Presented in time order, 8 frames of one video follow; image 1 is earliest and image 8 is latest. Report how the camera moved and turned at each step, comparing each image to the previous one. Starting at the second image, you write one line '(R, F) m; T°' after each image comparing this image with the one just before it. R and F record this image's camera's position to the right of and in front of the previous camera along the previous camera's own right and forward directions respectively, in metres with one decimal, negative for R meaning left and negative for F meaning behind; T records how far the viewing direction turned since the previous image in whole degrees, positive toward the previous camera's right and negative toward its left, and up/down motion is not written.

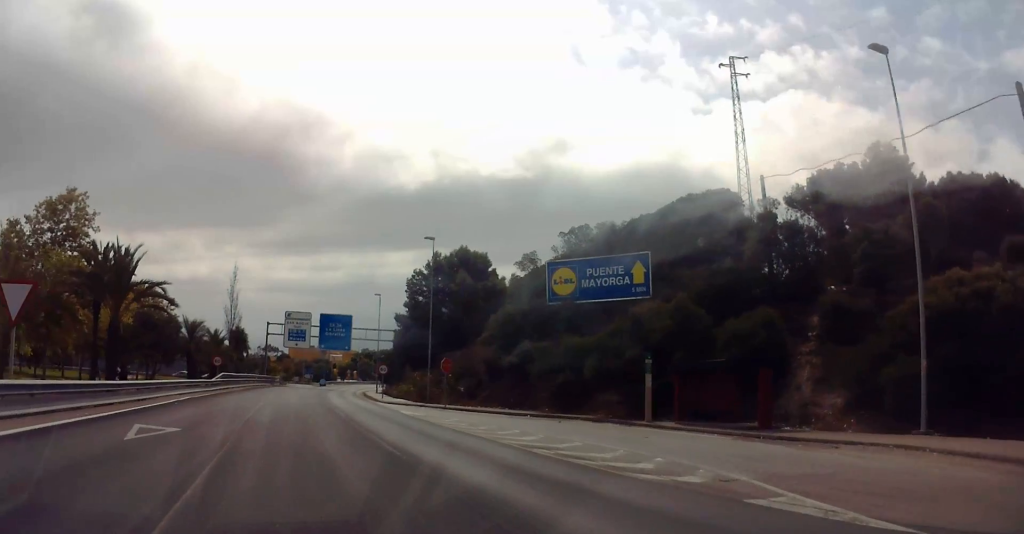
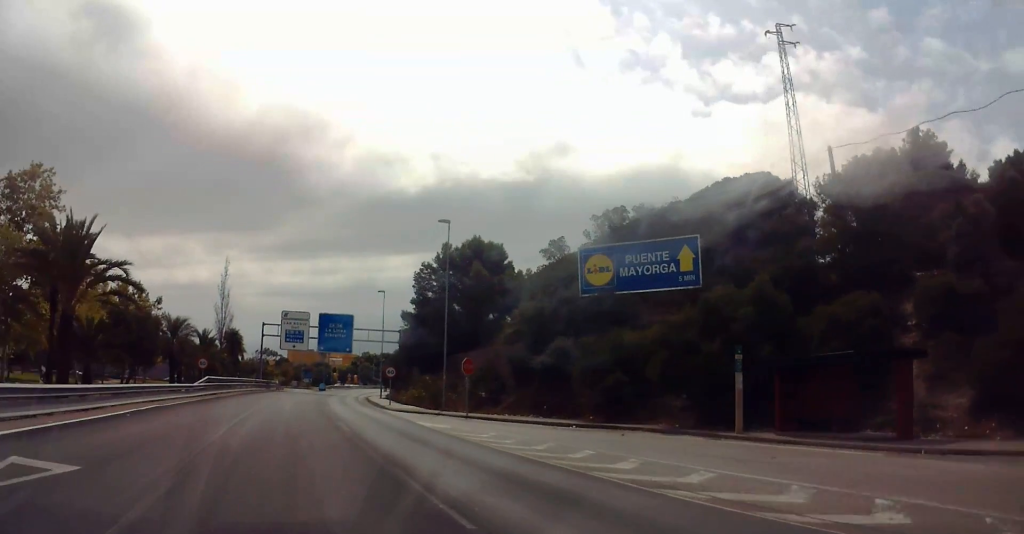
(0.0, +6.5) m; 0°
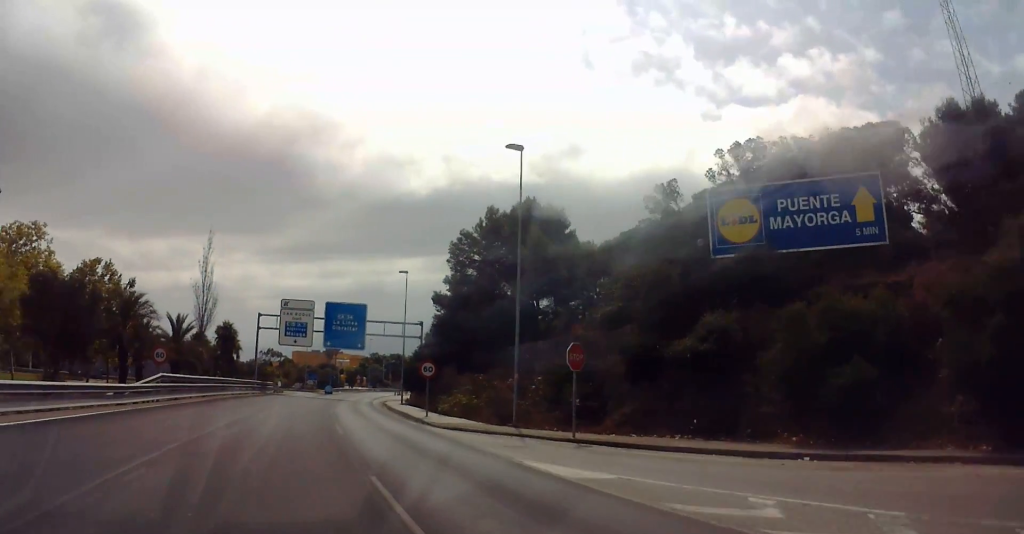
(-0.1, +13.5) m; -6°
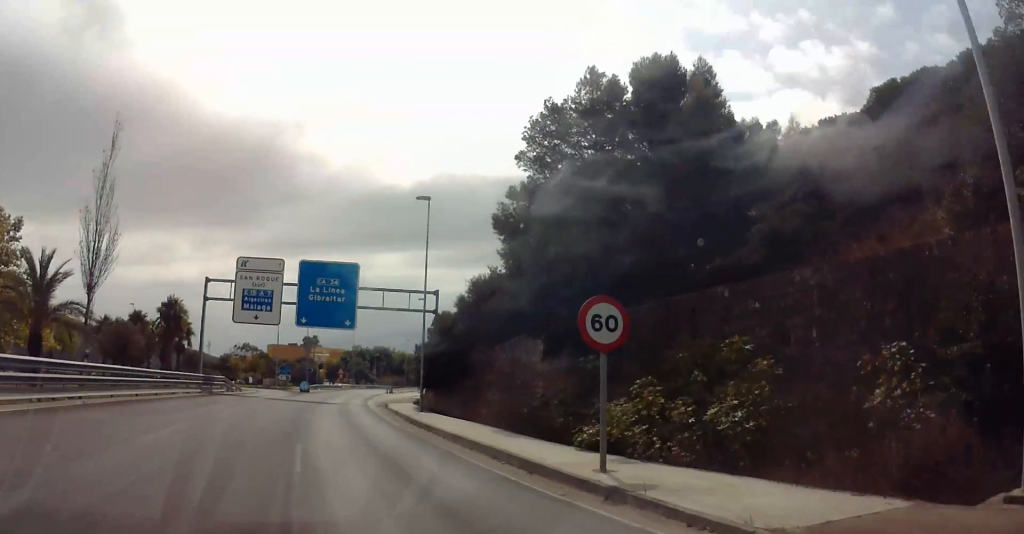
(-2.1, +22.7) m; -6°
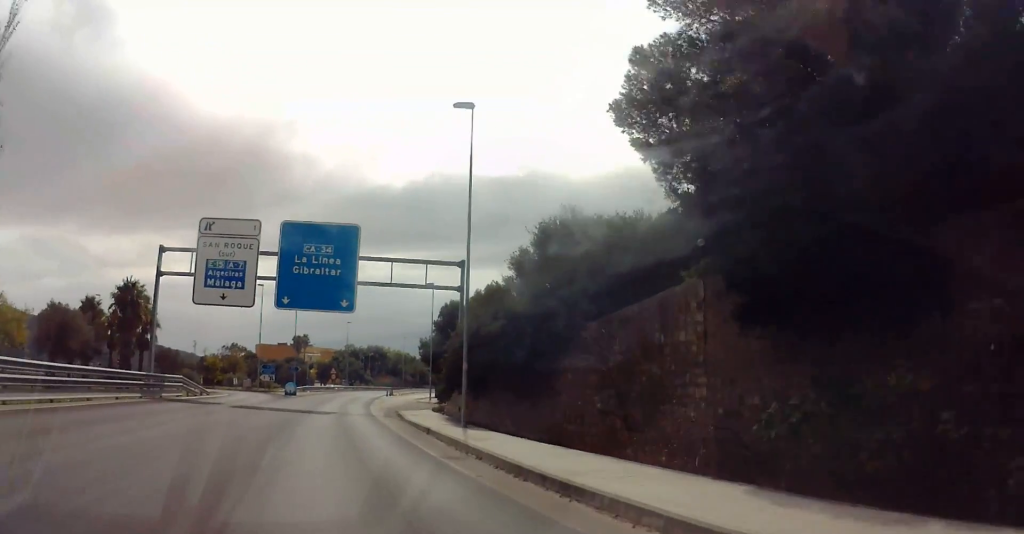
(-0.1, +13.9) m; 0°
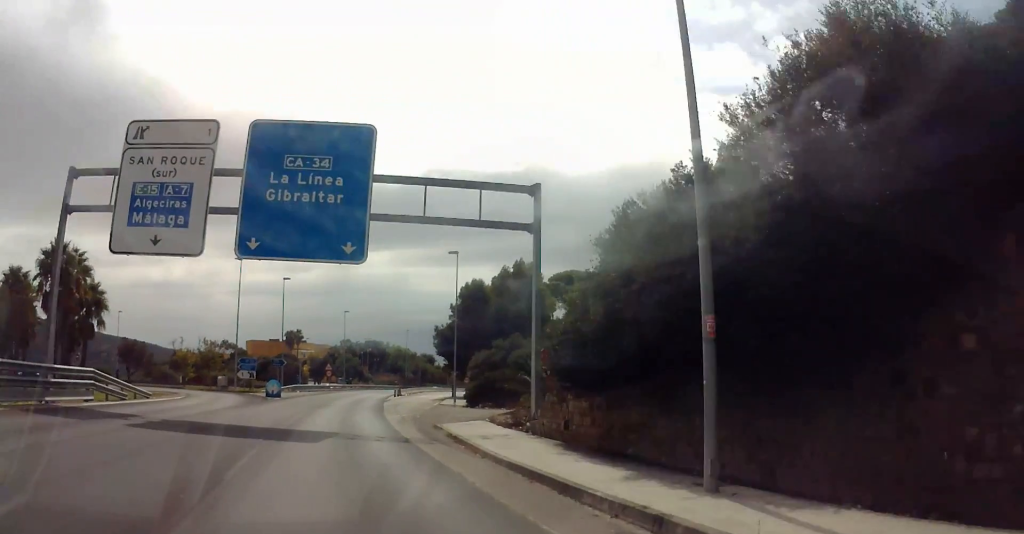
(0.0, +15.9) m; -1°
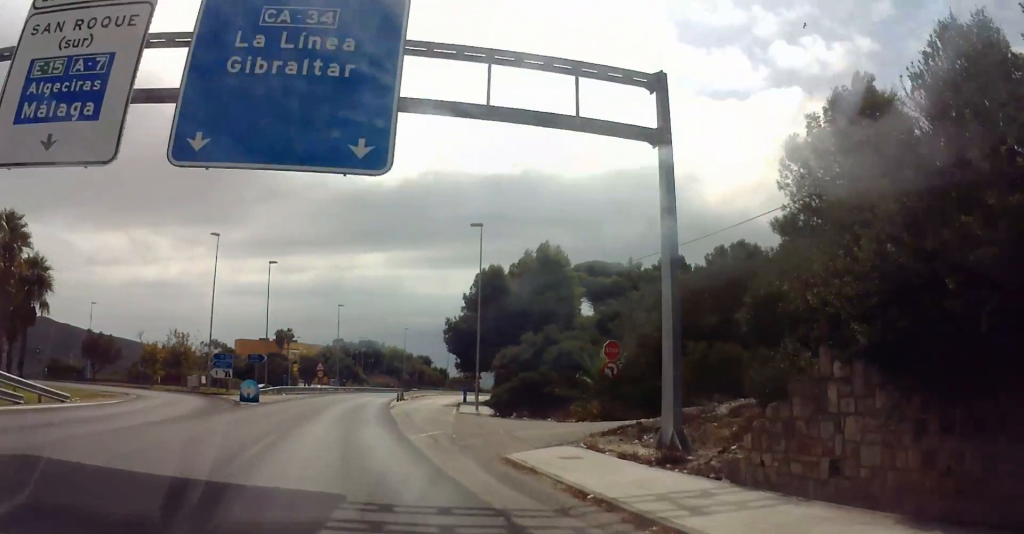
(-0.3, +10.8) m; +1°
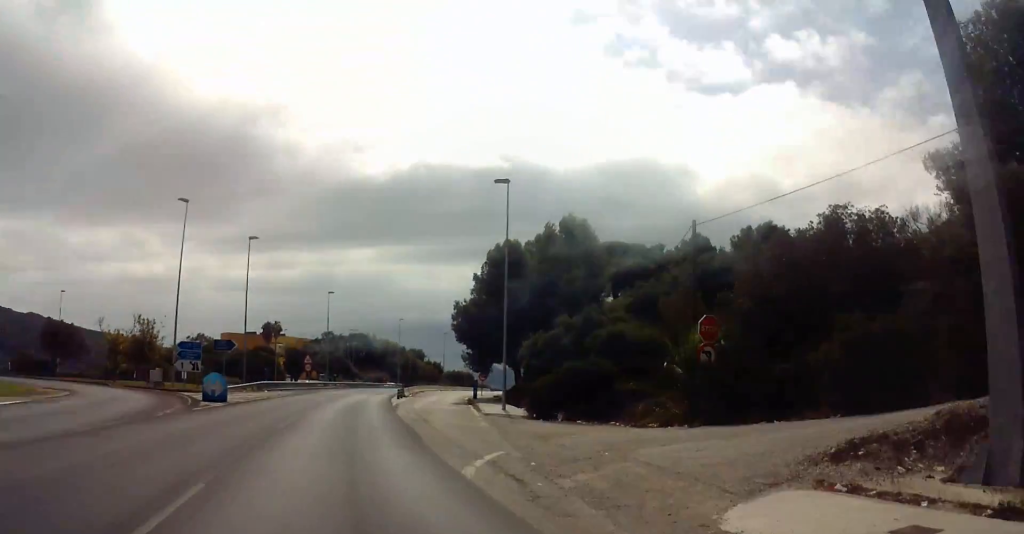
(+0.2, +8.8) m; +5°
